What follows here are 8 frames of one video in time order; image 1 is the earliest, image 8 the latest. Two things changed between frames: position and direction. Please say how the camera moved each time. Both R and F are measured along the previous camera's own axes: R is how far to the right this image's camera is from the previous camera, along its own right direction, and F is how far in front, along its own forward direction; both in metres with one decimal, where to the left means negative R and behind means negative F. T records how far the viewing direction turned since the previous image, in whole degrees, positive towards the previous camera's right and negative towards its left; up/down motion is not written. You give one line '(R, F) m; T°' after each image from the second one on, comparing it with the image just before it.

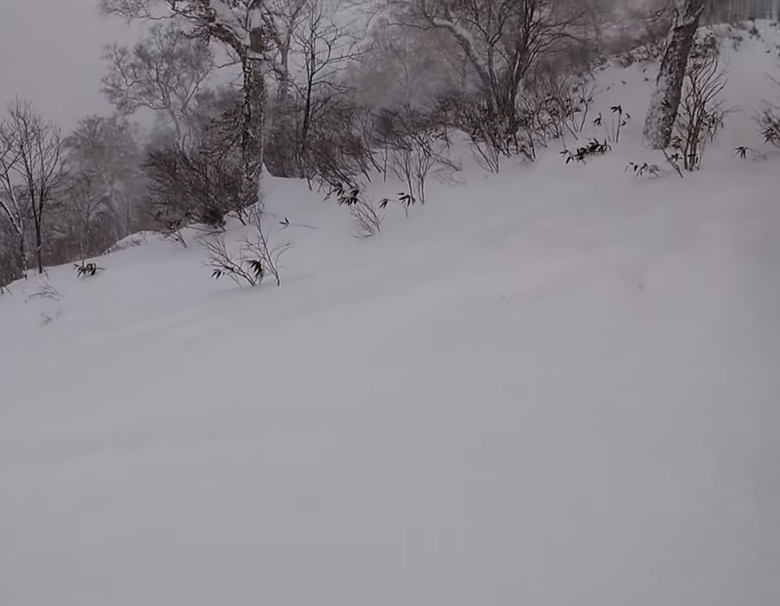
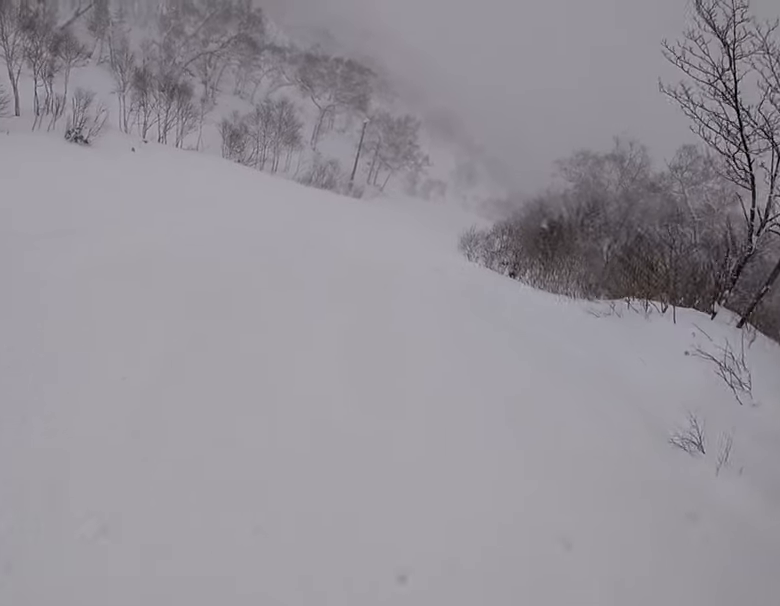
(-3.0, +7.3) m; -56°
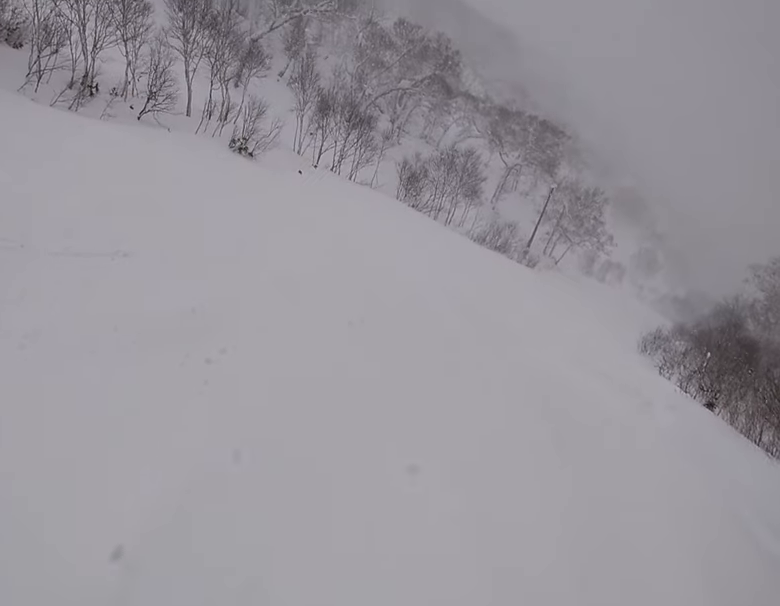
(-1.2, +3.0) m; -15°
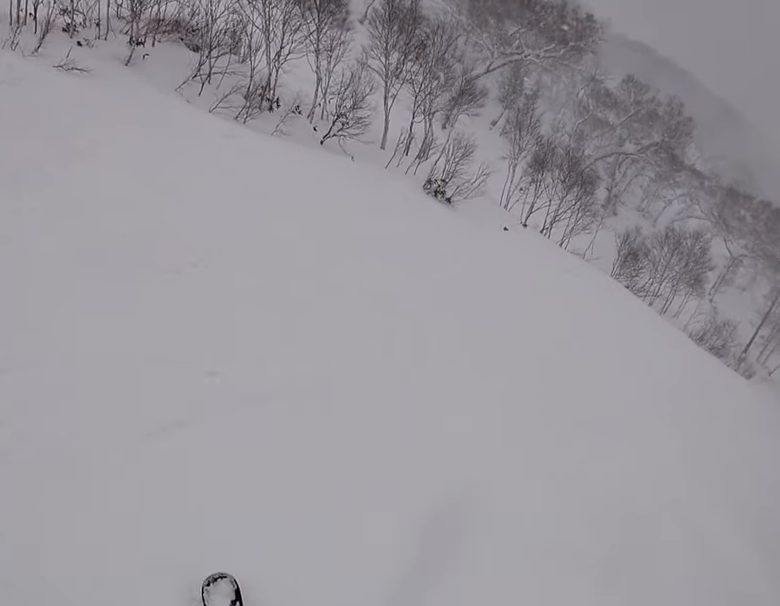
(0.0, +4.3) m; -9°
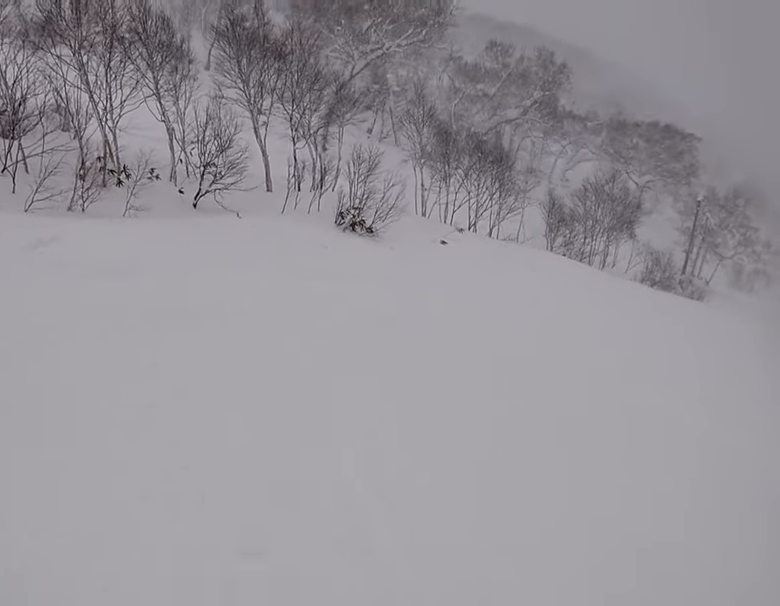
(-0.7, +5.6) m; -2°
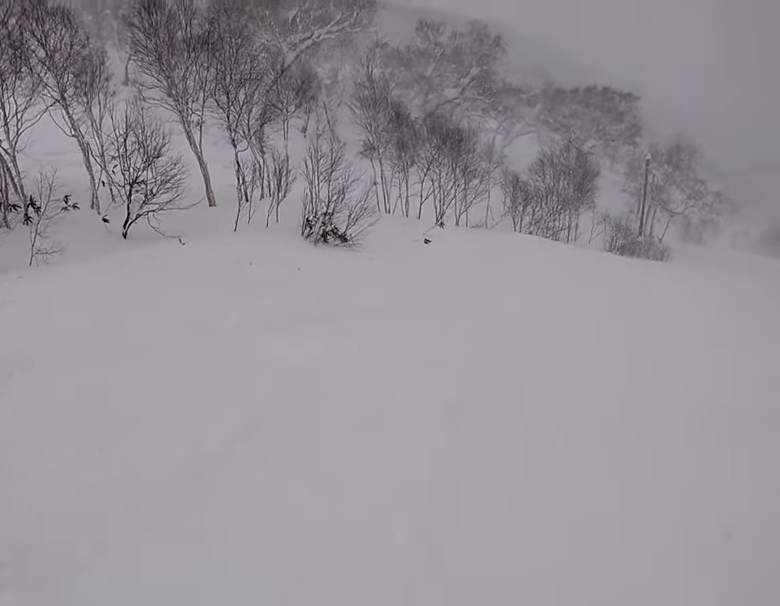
(0.0, +4.0) m; +11°
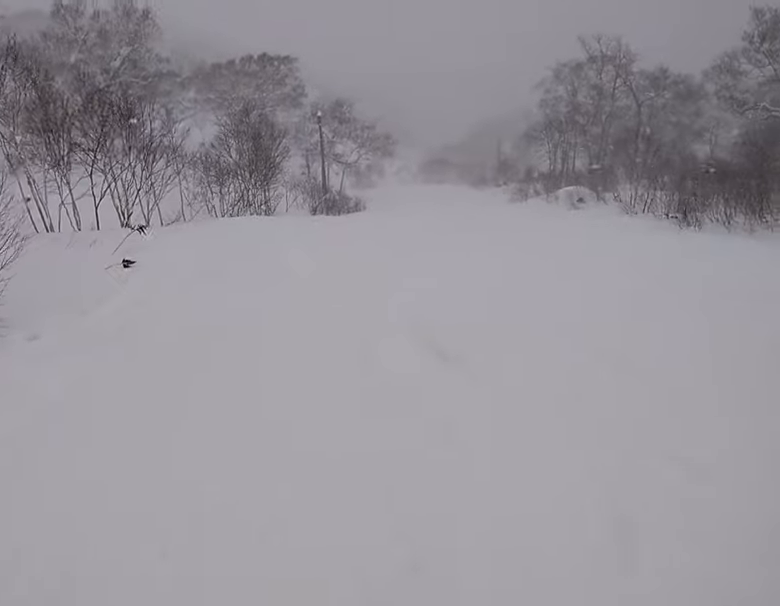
(+2.8, +7.3) m; +40°
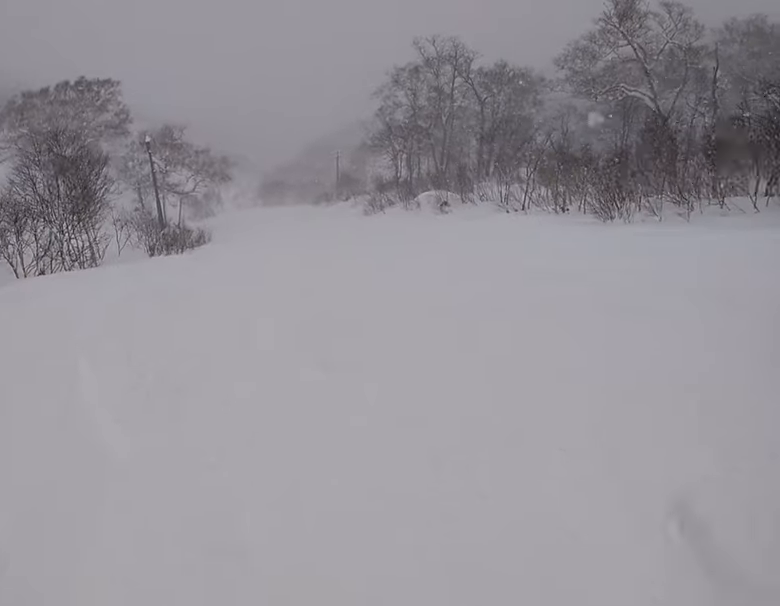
(+1.6, +6.3) m; +26°
